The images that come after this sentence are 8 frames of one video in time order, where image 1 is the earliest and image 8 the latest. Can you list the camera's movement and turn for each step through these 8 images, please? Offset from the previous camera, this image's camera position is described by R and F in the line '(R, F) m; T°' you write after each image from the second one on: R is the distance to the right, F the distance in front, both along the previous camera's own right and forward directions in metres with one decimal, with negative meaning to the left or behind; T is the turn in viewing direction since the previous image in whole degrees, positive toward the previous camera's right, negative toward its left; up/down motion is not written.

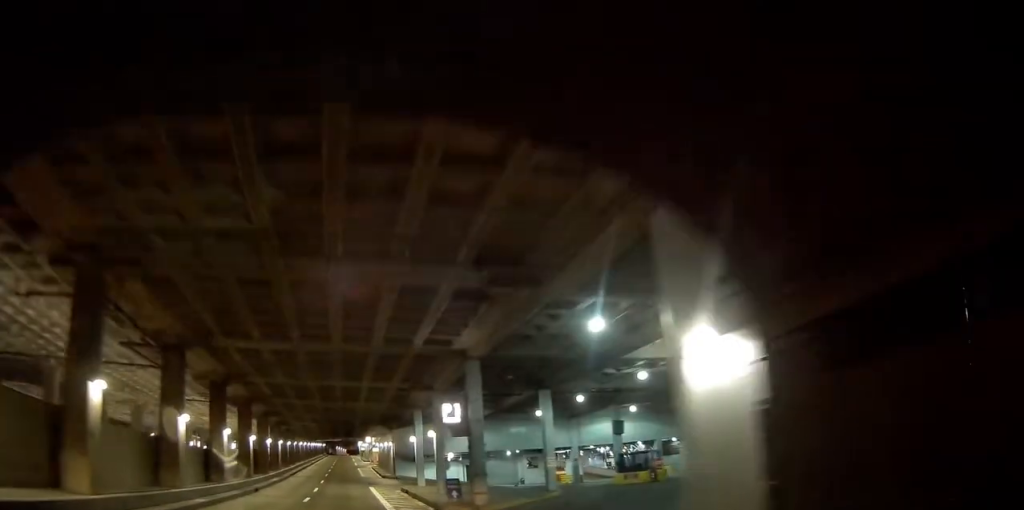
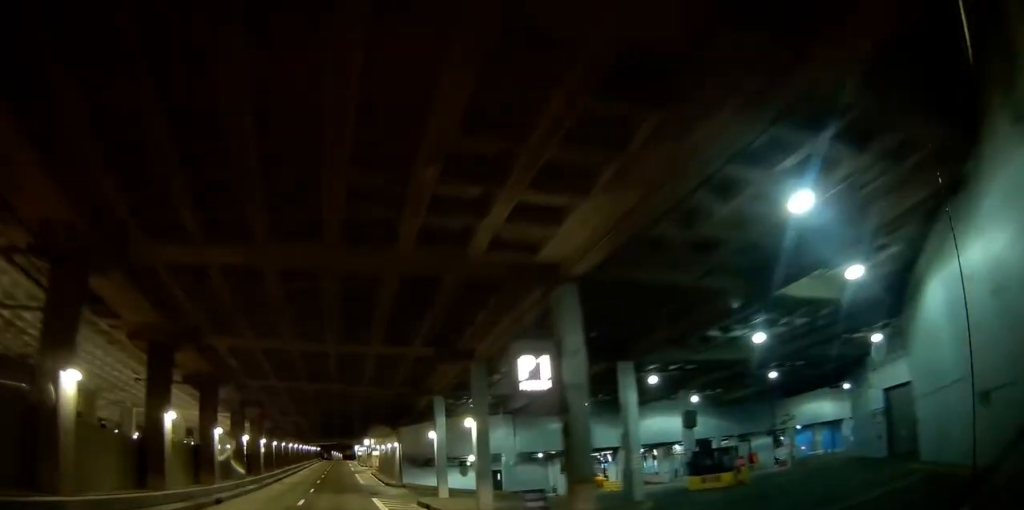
(+0.1, +10.8) m; 0°
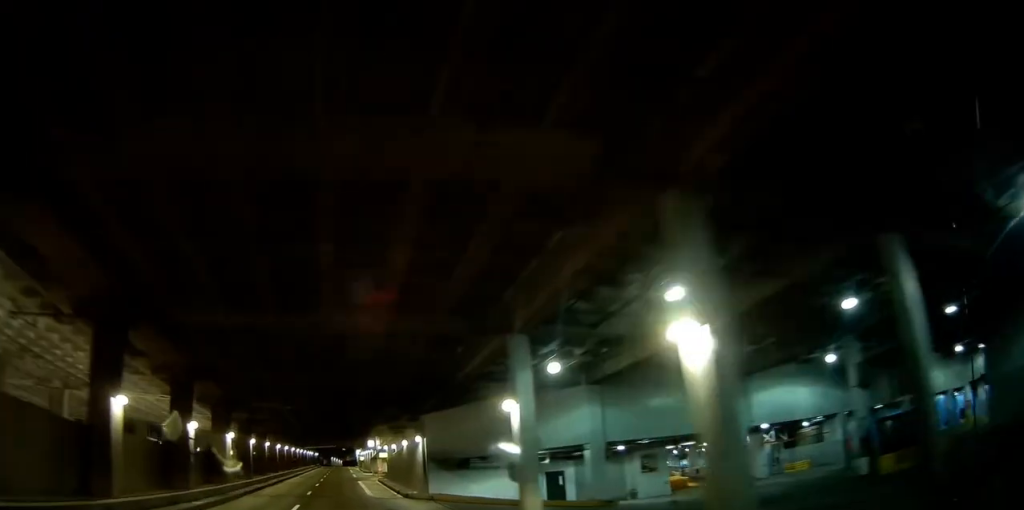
(-0.1, +14.3) m; -1°
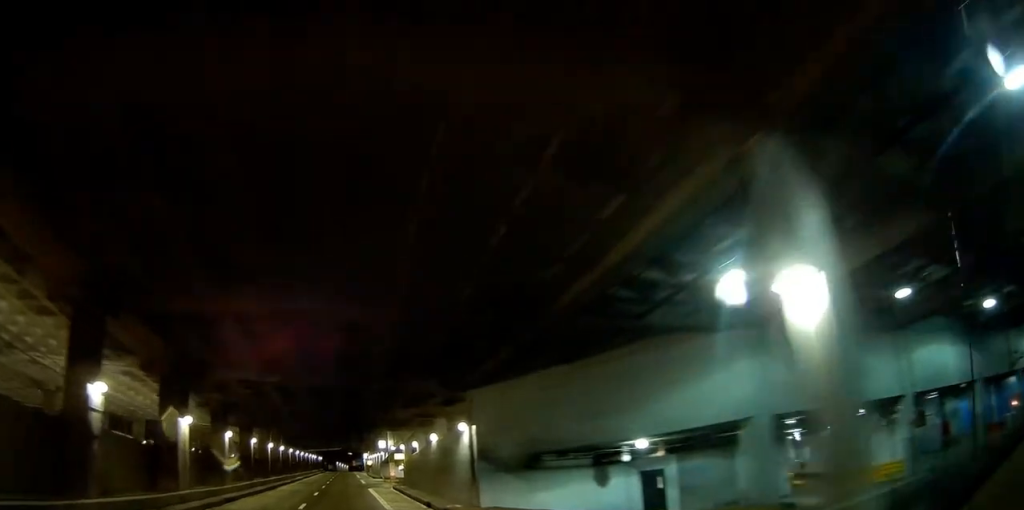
(-0.1, +11.3) m; 0°
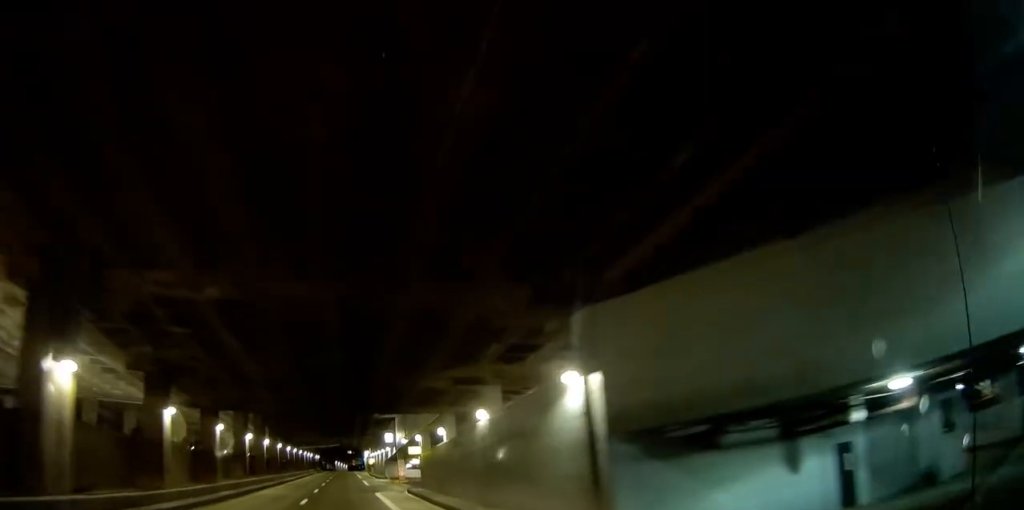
(+0.2, +11.2) m; +2°
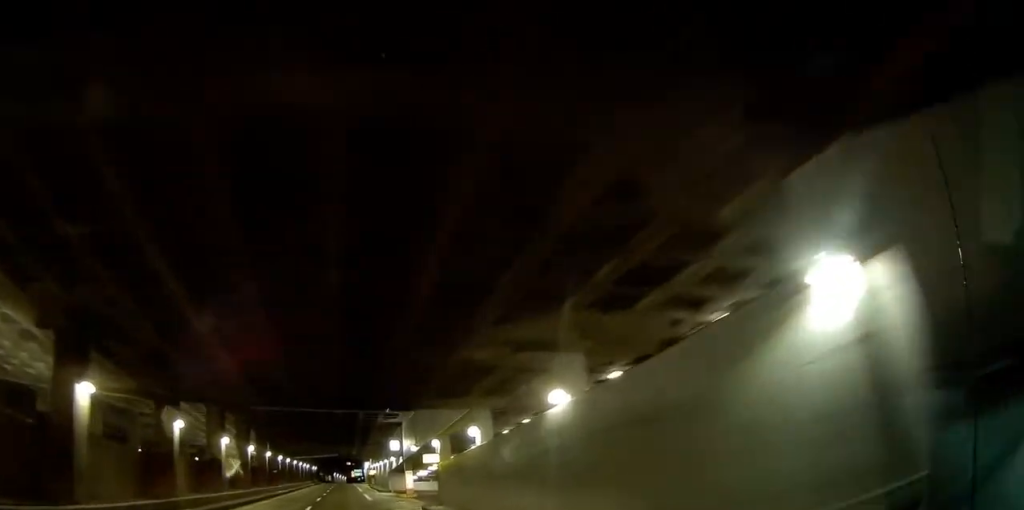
(+0.1, +7.4) m; +1°
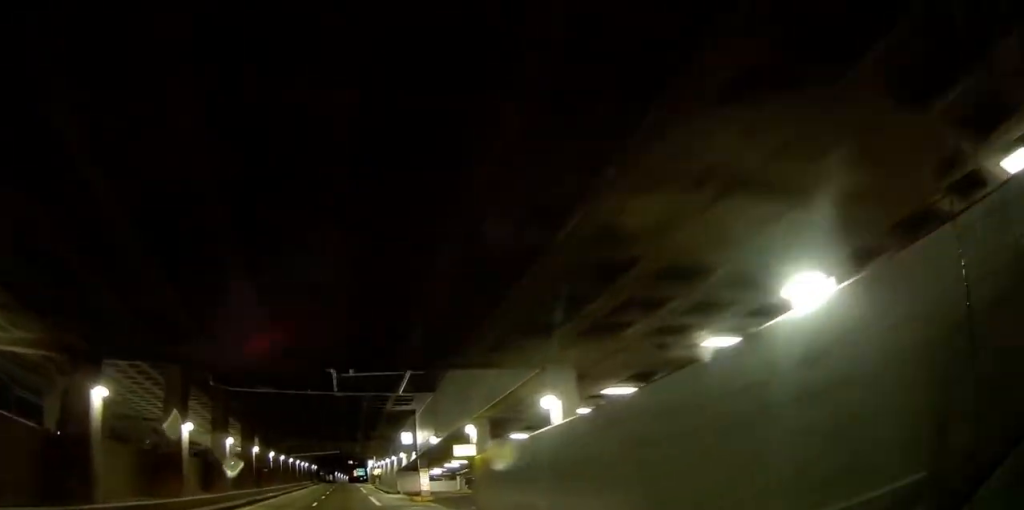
(+0.2, +7.8) m; +1°
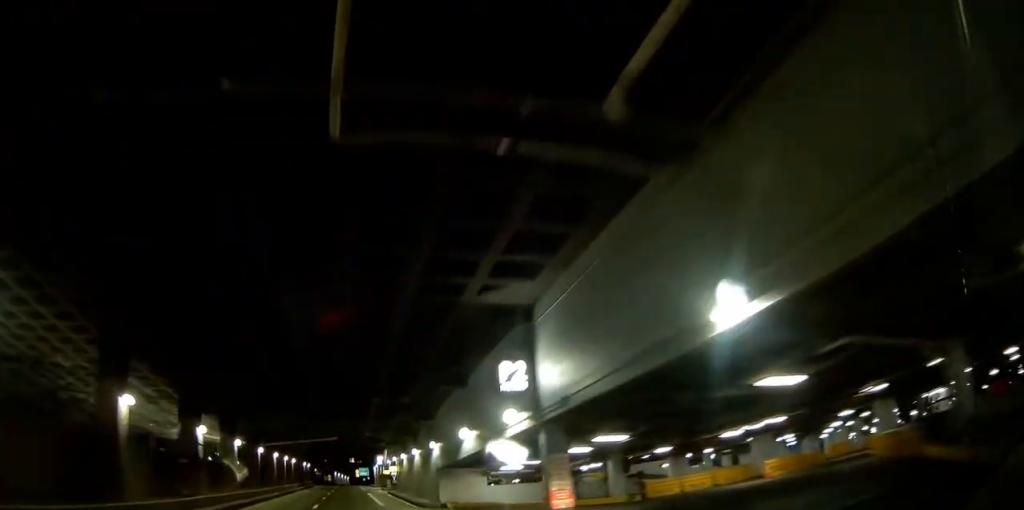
(+0.4, +24.3) m; +1°
